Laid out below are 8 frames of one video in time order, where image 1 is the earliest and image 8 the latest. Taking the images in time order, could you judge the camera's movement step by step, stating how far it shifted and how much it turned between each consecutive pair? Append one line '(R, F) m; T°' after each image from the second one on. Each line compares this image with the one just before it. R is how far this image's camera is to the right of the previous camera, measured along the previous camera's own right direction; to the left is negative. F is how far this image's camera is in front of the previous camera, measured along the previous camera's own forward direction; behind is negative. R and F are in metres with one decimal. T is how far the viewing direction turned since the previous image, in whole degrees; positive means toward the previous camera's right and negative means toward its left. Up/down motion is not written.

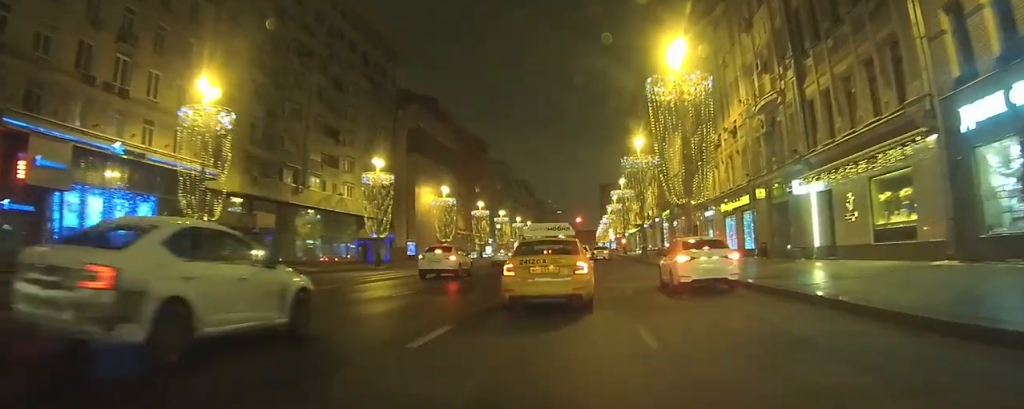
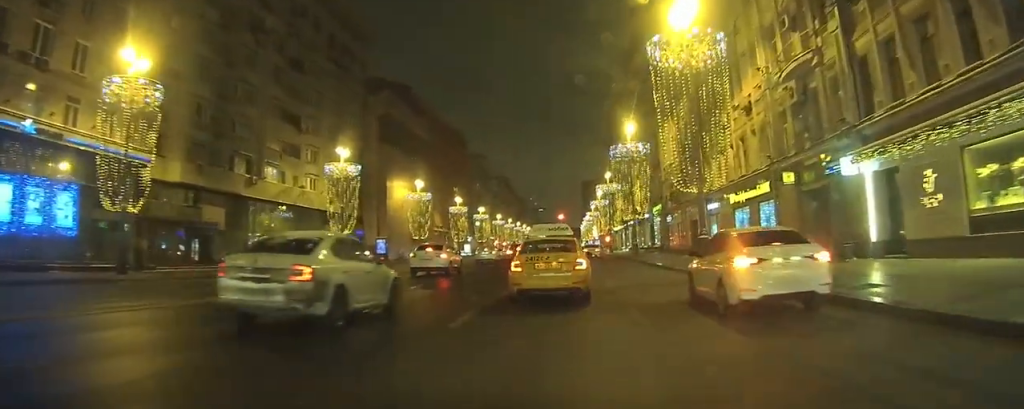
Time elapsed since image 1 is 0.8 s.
(0.0, +5.5) m; +4°
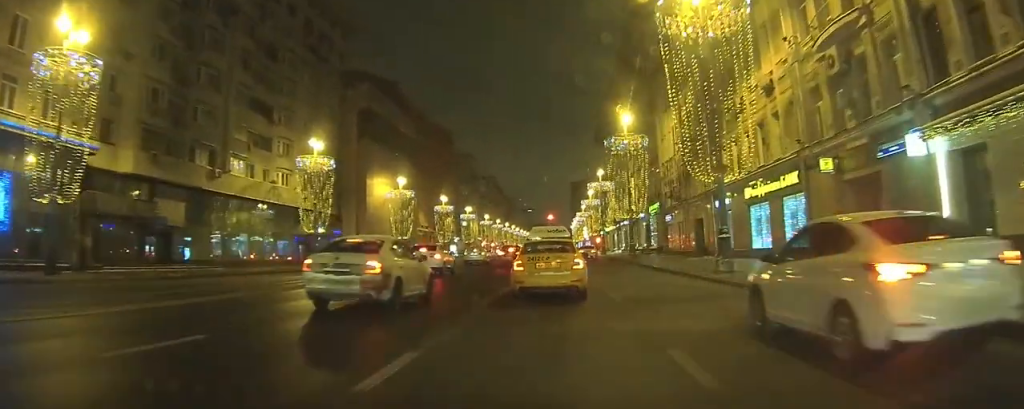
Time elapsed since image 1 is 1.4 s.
(+0.2, +4.3) m; +5°
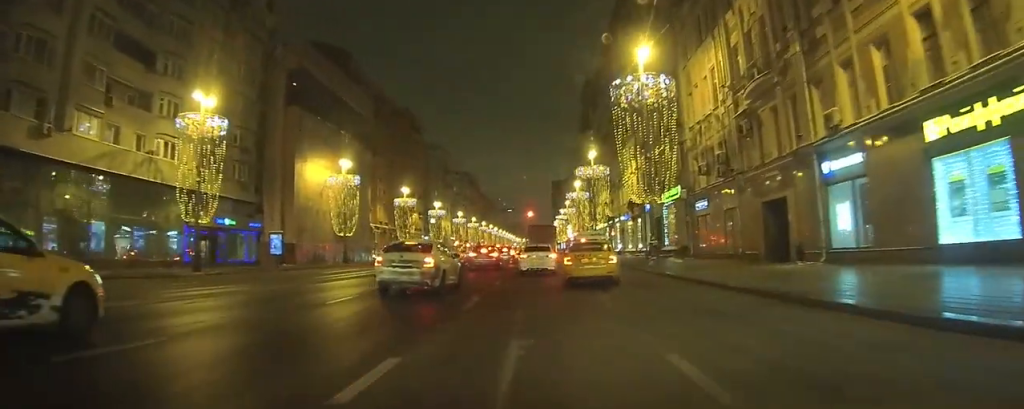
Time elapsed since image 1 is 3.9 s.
(+0.9, +16.7) m; +2°
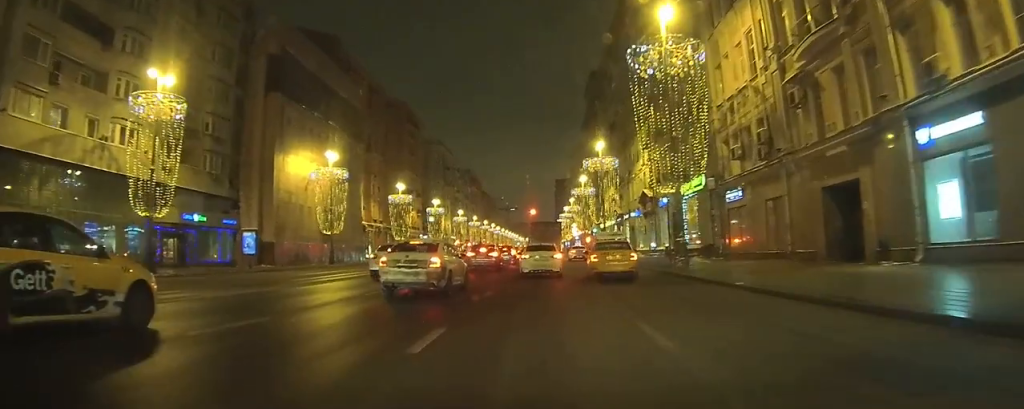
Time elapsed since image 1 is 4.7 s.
(0.0, +5.3) m; +2°
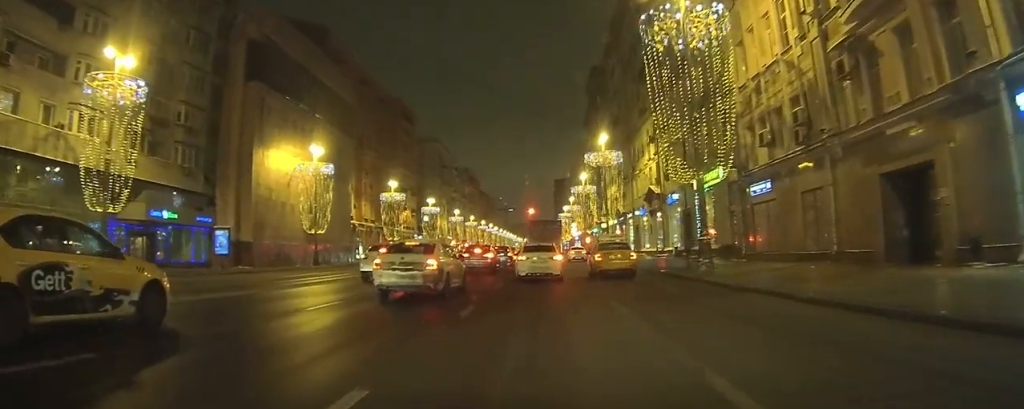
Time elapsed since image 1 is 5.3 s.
(+0.1, +3.7) m; +1°
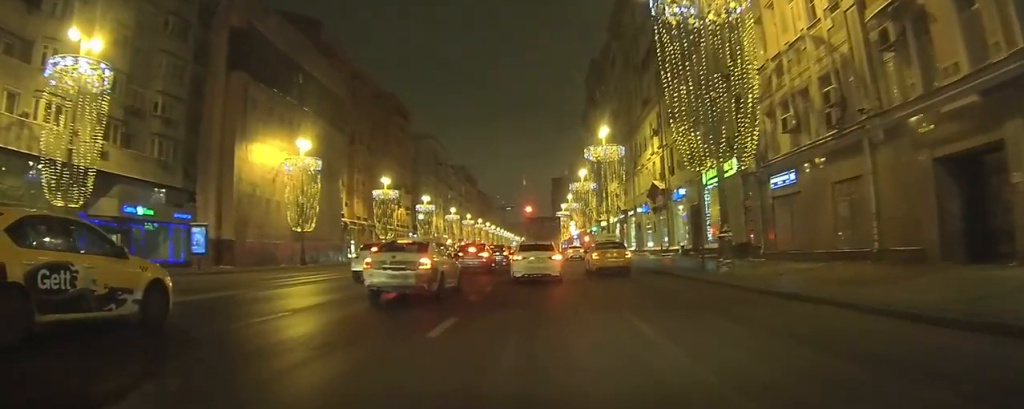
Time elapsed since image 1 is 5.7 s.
(+0.1, +2.7) m; +1°
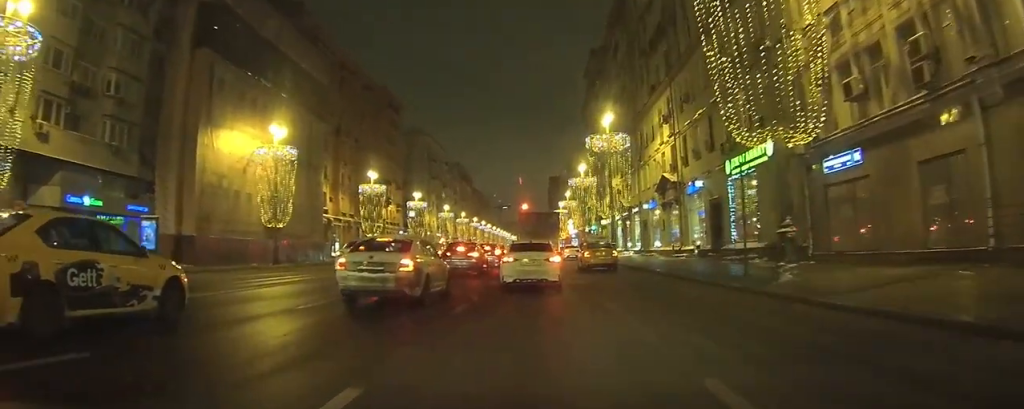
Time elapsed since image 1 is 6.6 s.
(0.0, +5.0) m; +8°
